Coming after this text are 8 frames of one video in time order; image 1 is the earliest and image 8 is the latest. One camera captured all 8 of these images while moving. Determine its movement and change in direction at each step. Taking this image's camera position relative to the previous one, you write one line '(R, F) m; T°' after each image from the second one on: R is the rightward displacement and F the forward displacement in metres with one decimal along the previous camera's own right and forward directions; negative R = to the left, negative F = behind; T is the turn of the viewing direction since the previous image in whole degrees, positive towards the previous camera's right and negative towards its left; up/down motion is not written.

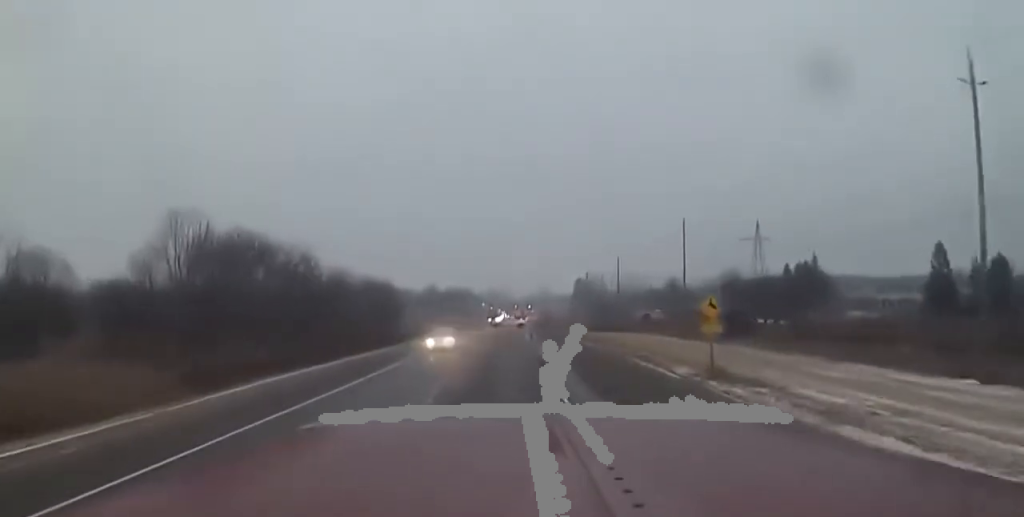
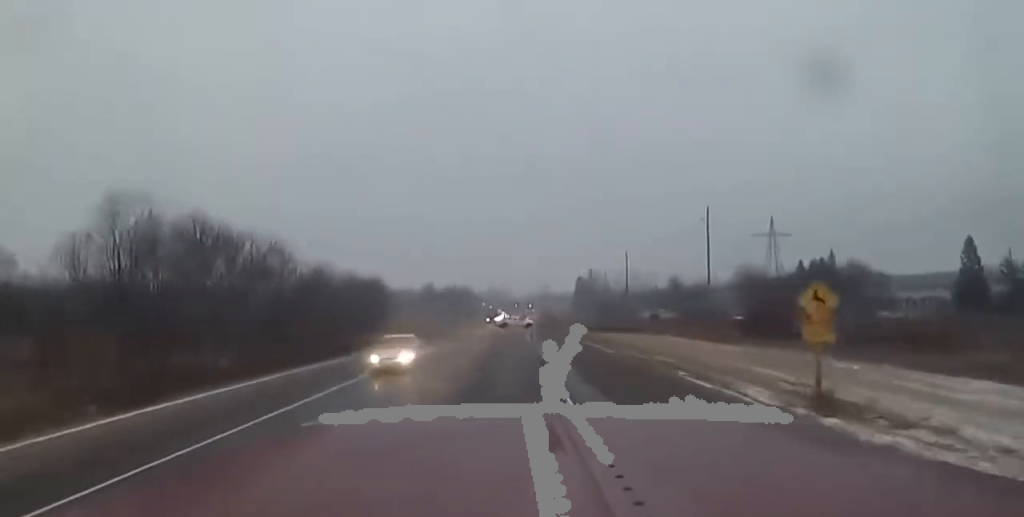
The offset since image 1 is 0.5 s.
(0.0, +11.8) m; 0°
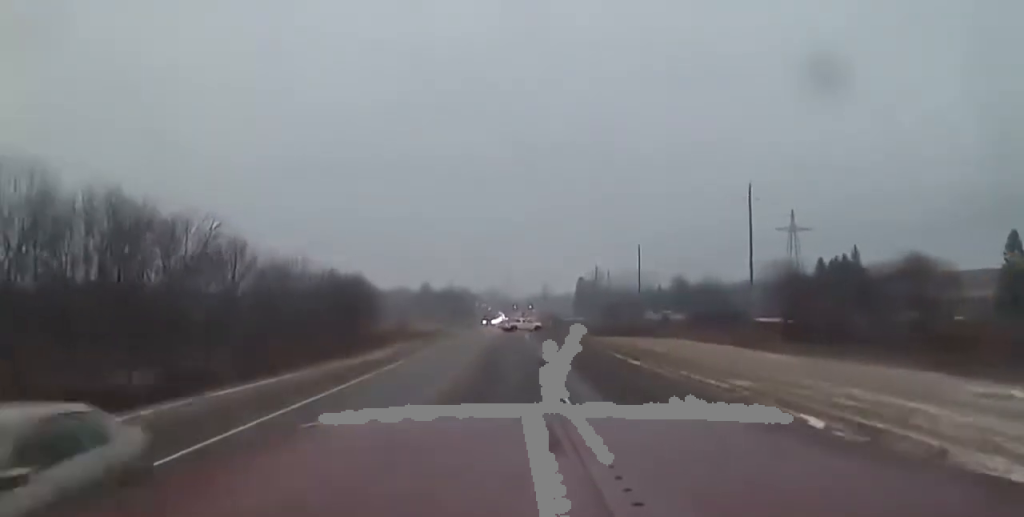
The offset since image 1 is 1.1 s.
(0.0, +15.1) m; 0°
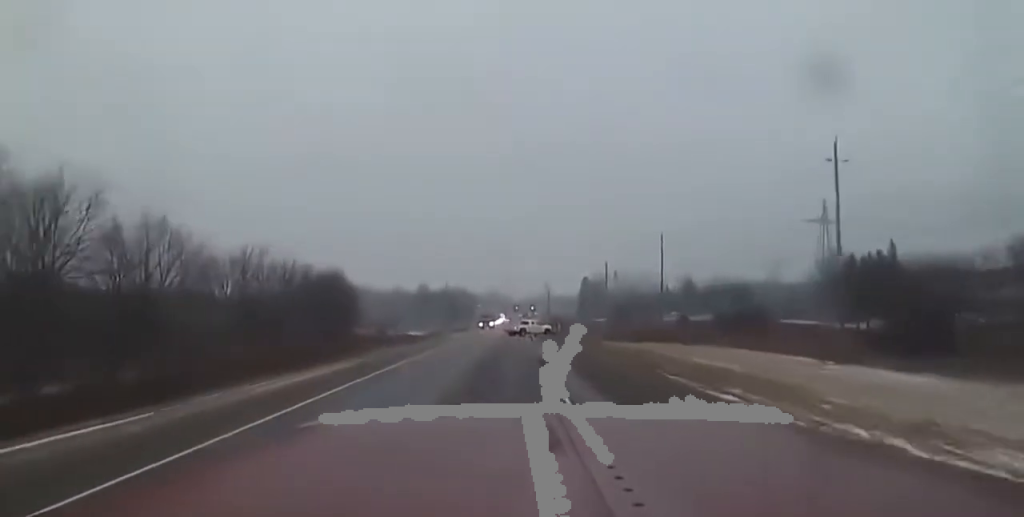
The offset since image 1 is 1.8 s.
(-0.2, +18.5) m; 0°
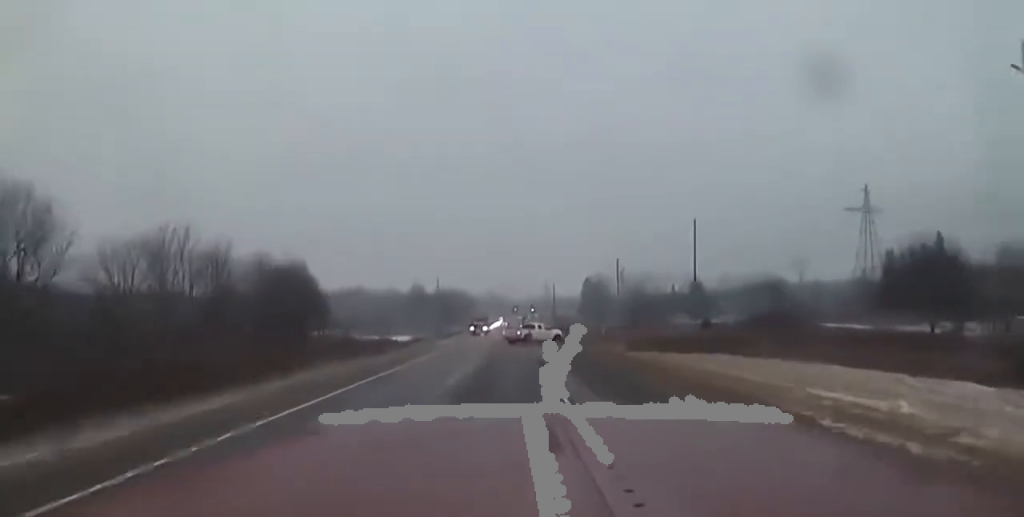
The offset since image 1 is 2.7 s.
(+0.2, +20.7) m; 0°
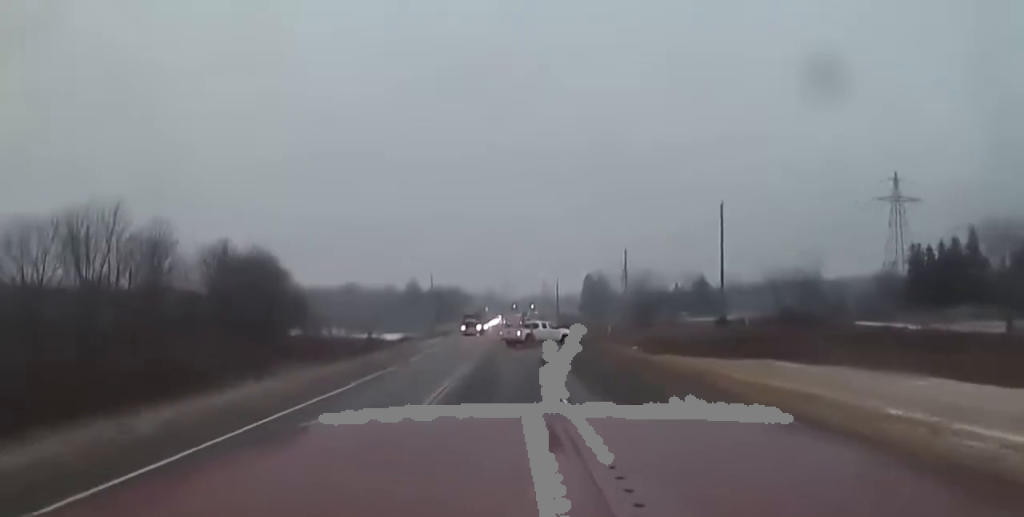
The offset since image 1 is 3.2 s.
(0.0, +12.7) m; 0°
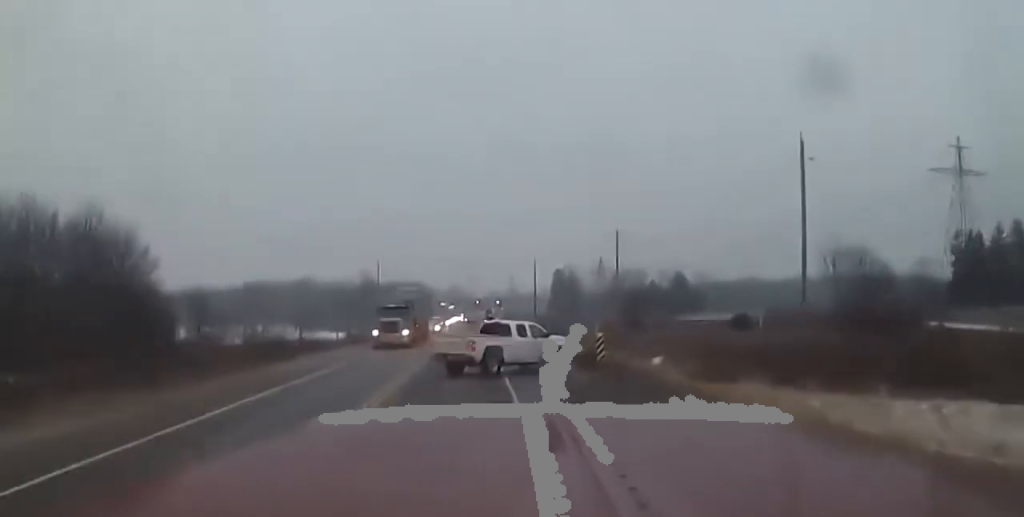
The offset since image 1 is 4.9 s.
(+0.3, +33.0) m; +3°
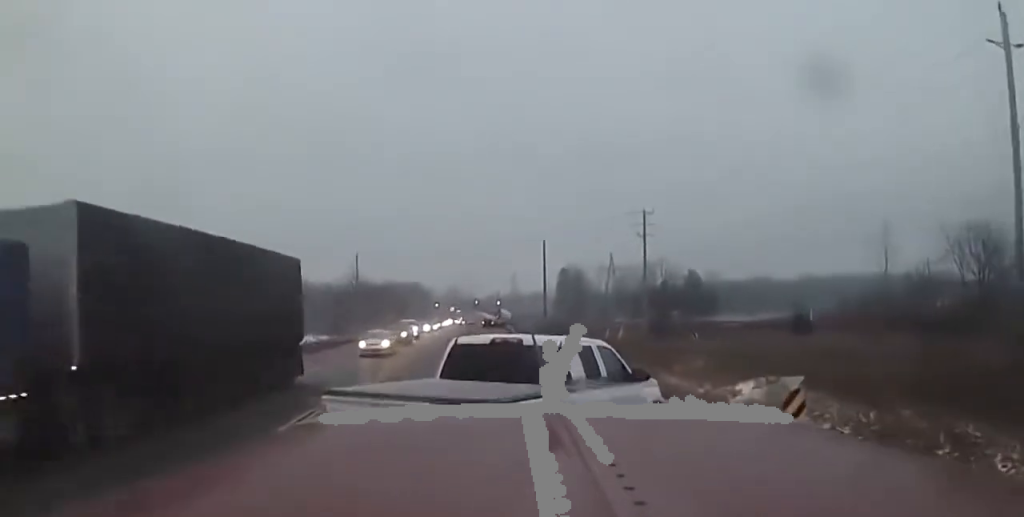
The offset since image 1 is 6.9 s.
(+0.8, +29.9) m; +1°
